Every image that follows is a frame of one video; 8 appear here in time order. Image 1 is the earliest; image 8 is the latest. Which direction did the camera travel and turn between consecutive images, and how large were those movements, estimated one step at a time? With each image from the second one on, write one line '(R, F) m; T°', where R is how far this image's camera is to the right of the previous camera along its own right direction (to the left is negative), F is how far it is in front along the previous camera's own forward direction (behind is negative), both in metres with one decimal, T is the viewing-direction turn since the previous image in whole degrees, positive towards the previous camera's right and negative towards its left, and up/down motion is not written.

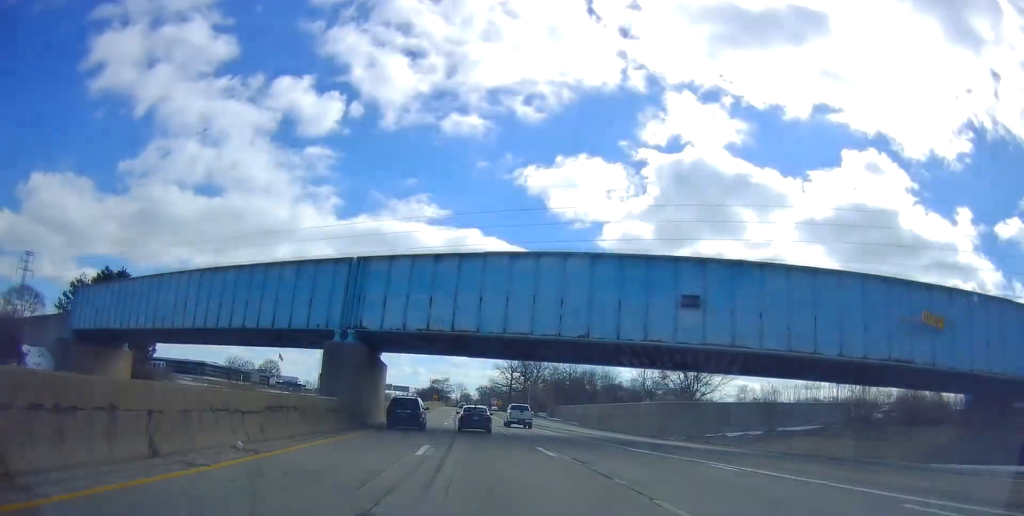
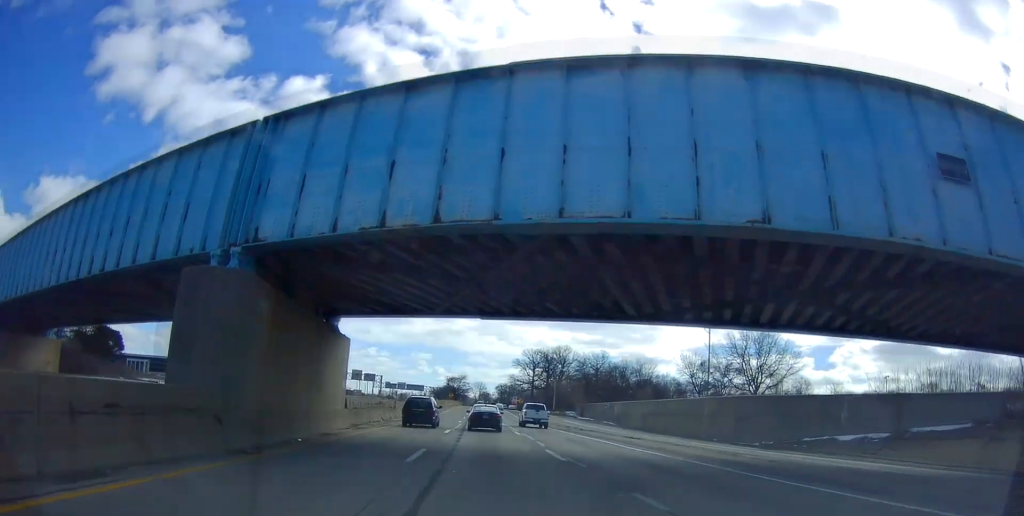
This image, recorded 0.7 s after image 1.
(-0.4, +17.1) m; -3°
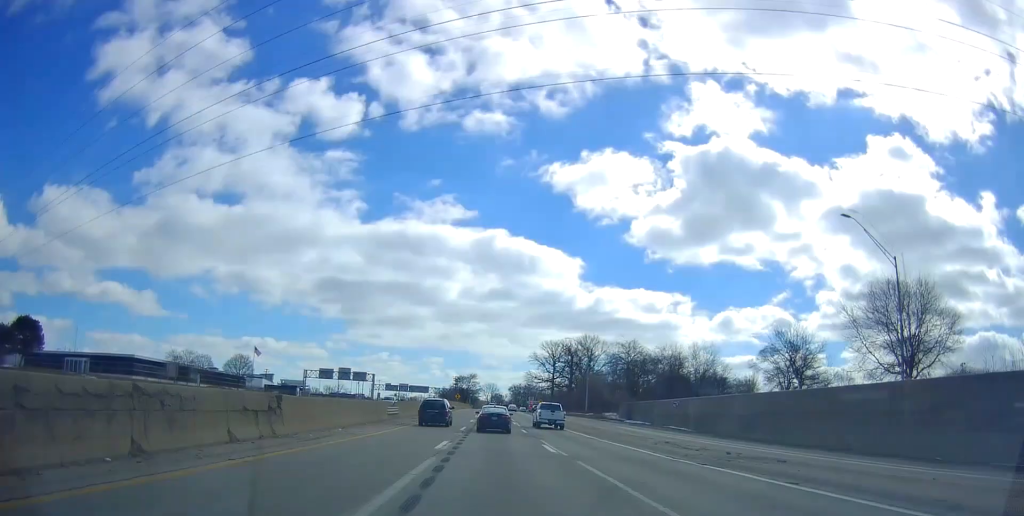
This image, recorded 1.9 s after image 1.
(-1.2, +29.9) m; -4°
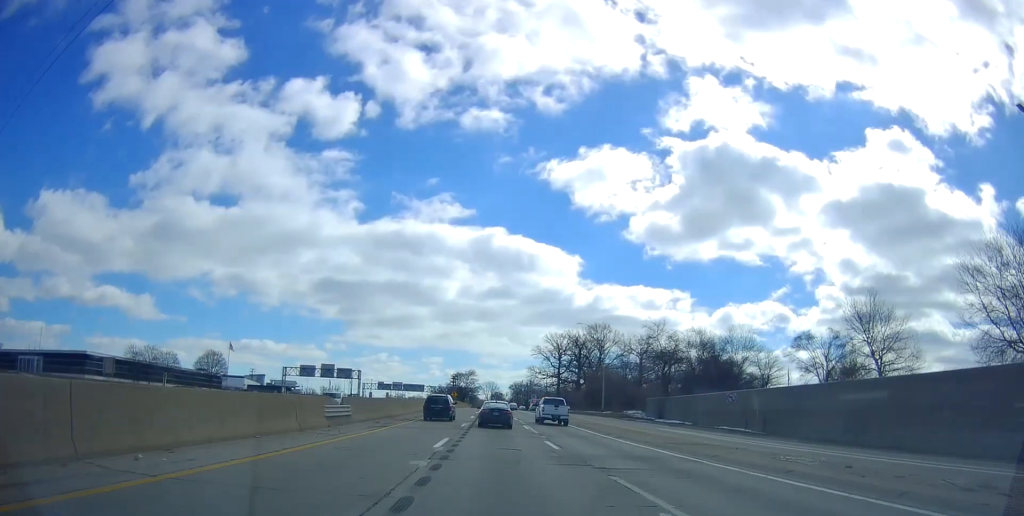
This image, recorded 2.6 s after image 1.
(-0.6, +16.0) m; -1°
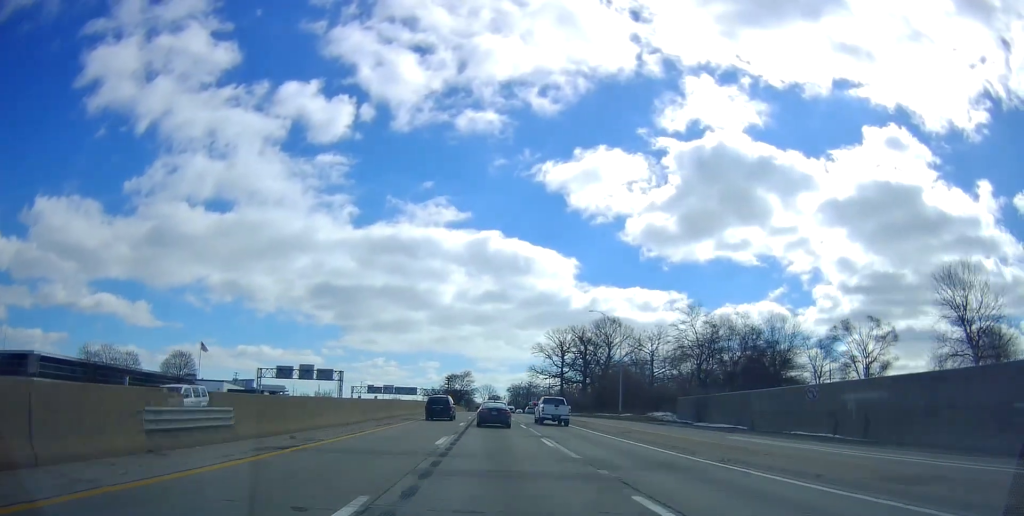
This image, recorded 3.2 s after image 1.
(+0.3, +14.3) m; +1°
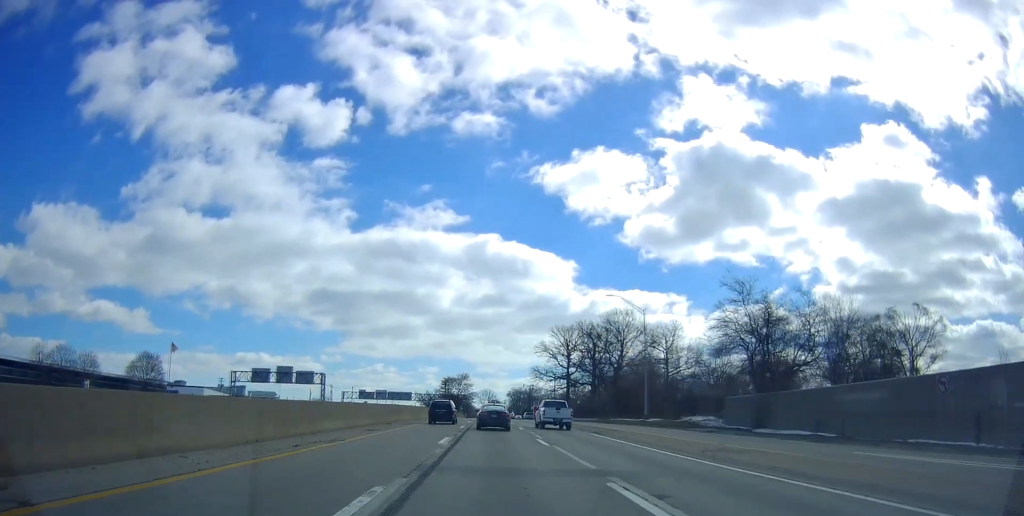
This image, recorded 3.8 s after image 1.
(+0.2, +13.5) m; +1°
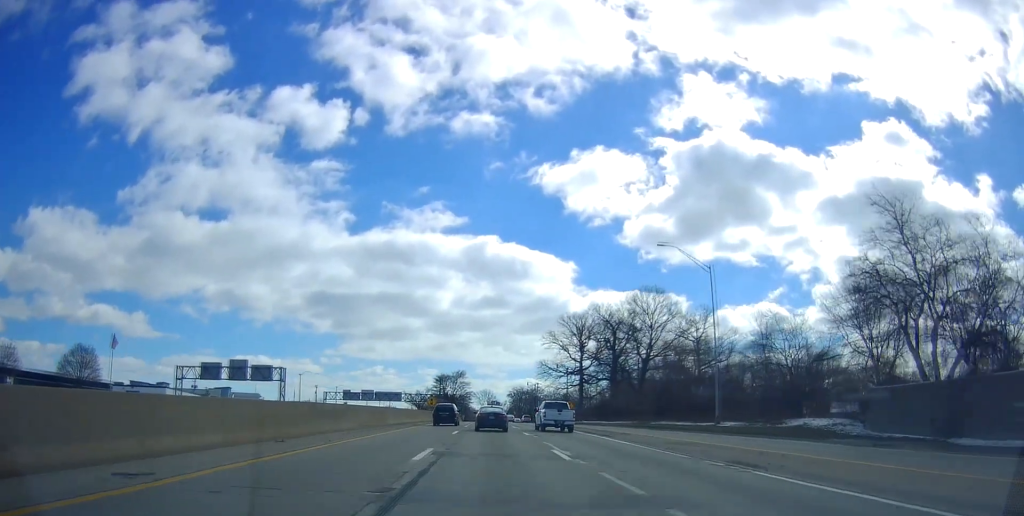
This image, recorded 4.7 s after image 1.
(+0.1, +22.2) m; -1°
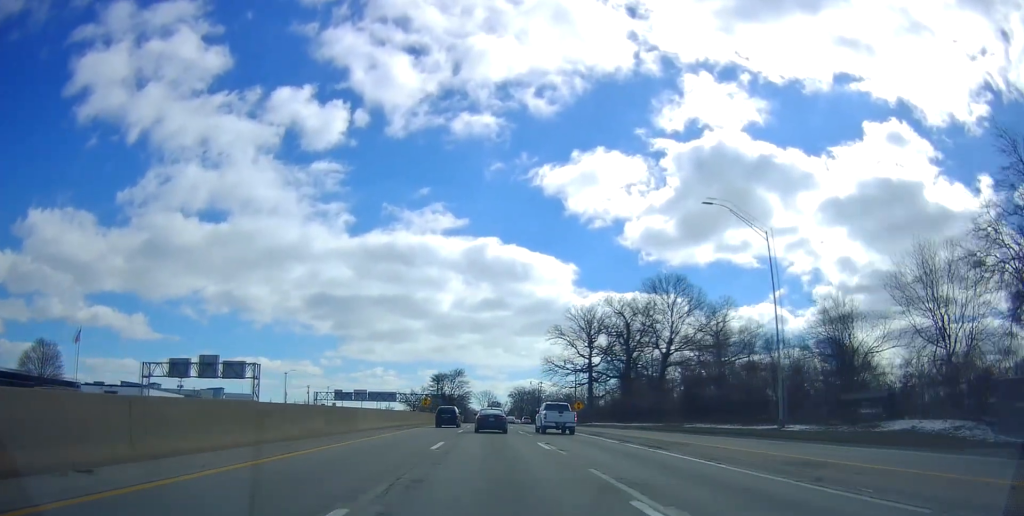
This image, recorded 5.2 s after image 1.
(-0.2, +10.7) m; +1°
